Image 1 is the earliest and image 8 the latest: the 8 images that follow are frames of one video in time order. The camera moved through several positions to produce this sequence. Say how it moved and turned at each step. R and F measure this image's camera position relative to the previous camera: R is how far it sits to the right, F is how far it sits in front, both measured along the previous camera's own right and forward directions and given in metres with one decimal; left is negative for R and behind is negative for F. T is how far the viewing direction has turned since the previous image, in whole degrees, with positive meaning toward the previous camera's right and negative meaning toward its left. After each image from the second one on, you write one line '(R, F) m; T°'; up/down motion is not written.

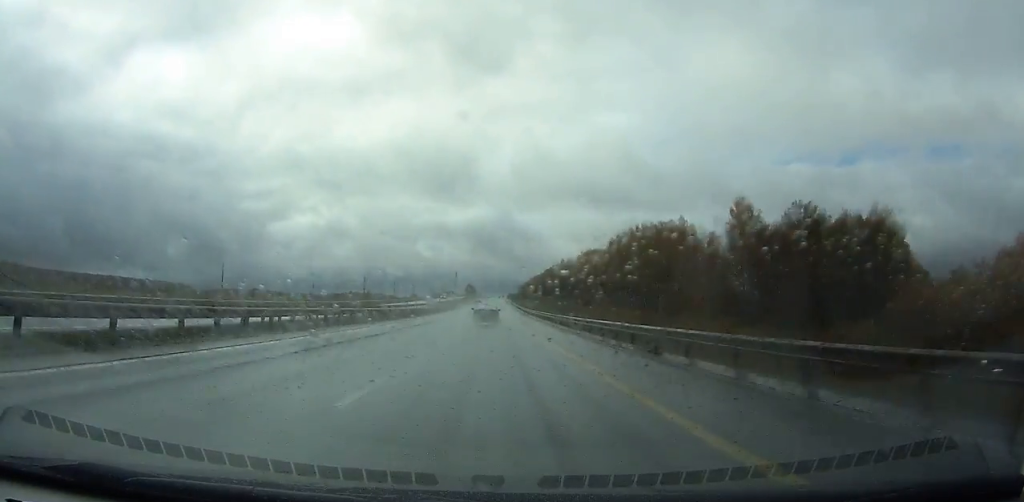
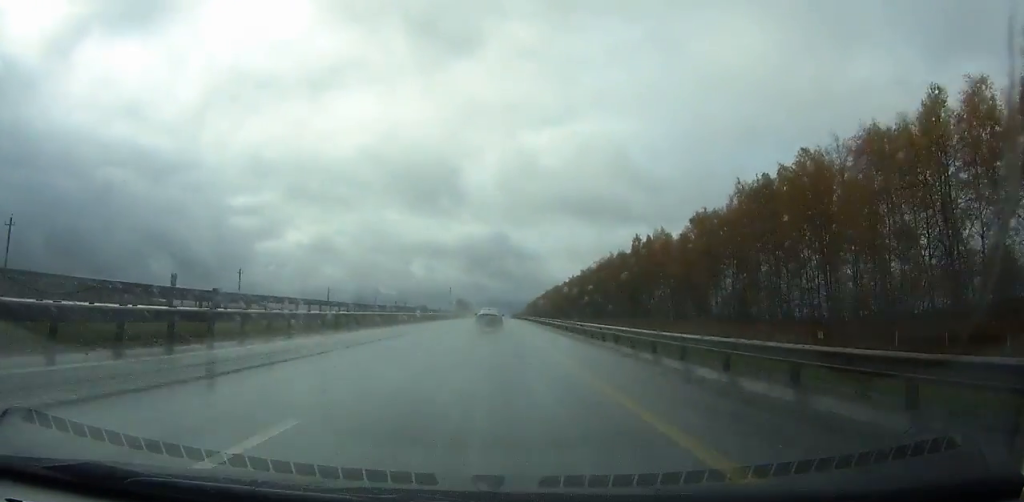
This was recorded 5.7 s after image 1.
(+0.5, +168.7) m; 0°
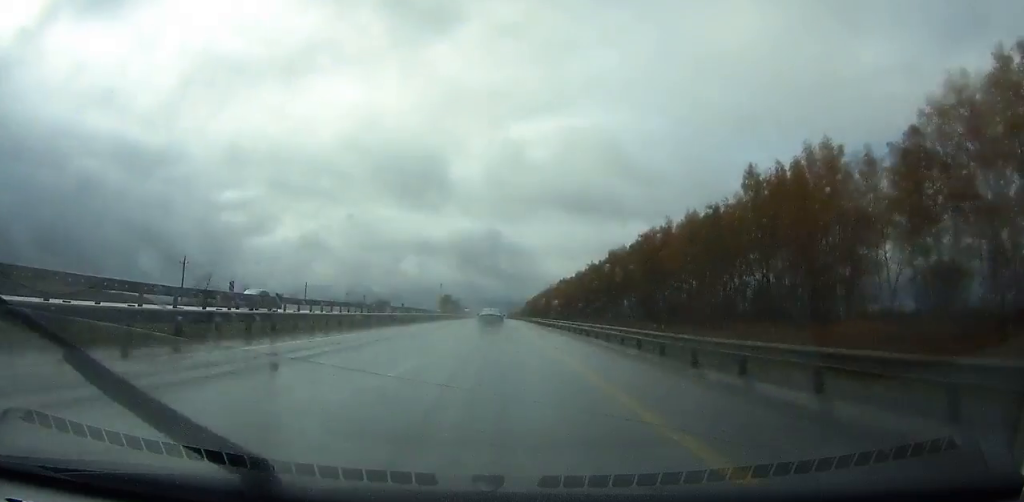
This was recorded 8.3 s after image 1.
(0.0, +75.9) m; 0°
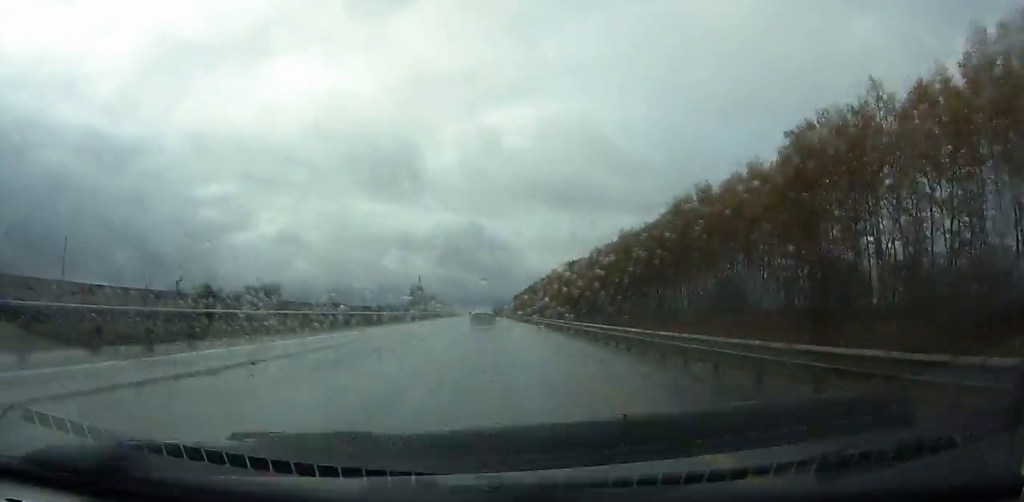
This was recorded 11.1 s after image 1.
(+0.5, +81.3) m; 0°
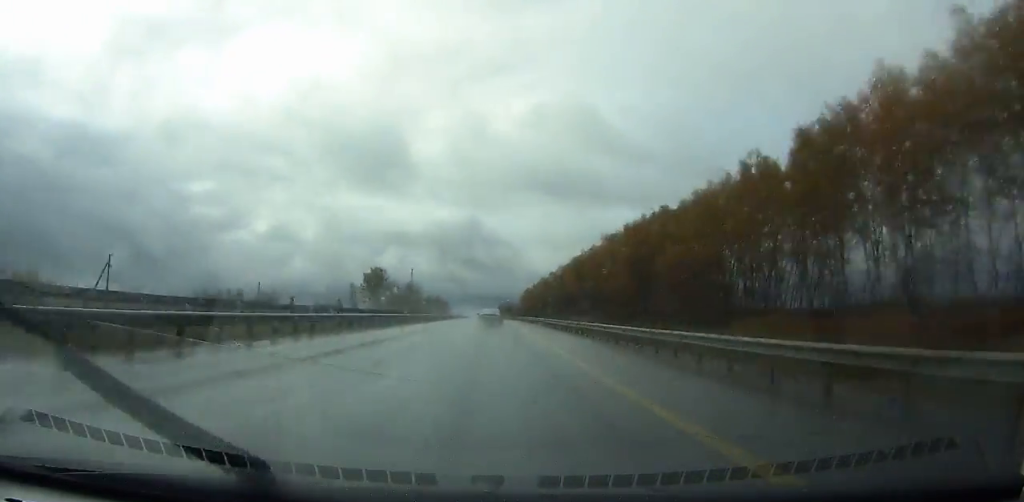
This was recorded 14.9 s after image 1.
(+0.2, +109.8) m; 0°
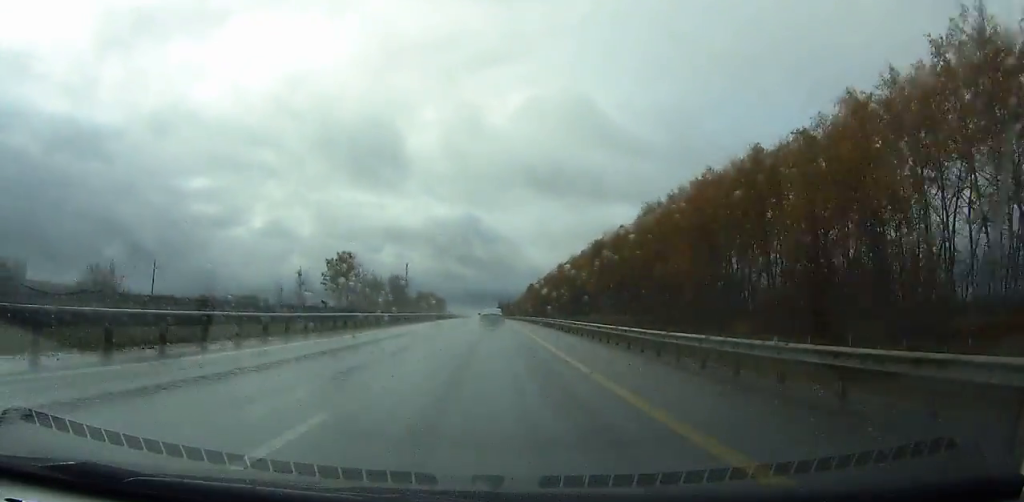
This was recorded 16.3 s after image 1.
(0.0, +40.3) m; 0°
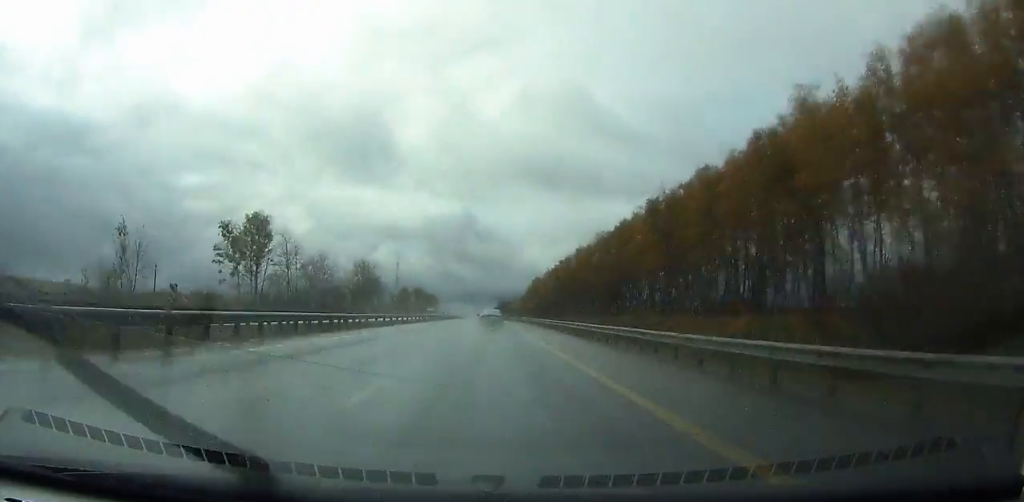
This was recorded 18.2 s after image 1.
(0.0, +54.7) m; 0°
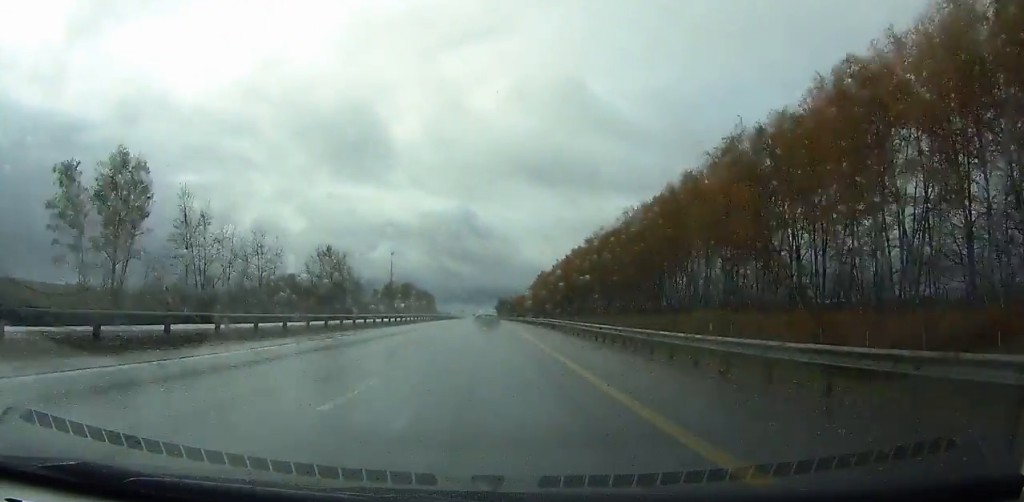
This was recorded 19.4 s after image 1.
(0.0, +34.4) m; 0°
